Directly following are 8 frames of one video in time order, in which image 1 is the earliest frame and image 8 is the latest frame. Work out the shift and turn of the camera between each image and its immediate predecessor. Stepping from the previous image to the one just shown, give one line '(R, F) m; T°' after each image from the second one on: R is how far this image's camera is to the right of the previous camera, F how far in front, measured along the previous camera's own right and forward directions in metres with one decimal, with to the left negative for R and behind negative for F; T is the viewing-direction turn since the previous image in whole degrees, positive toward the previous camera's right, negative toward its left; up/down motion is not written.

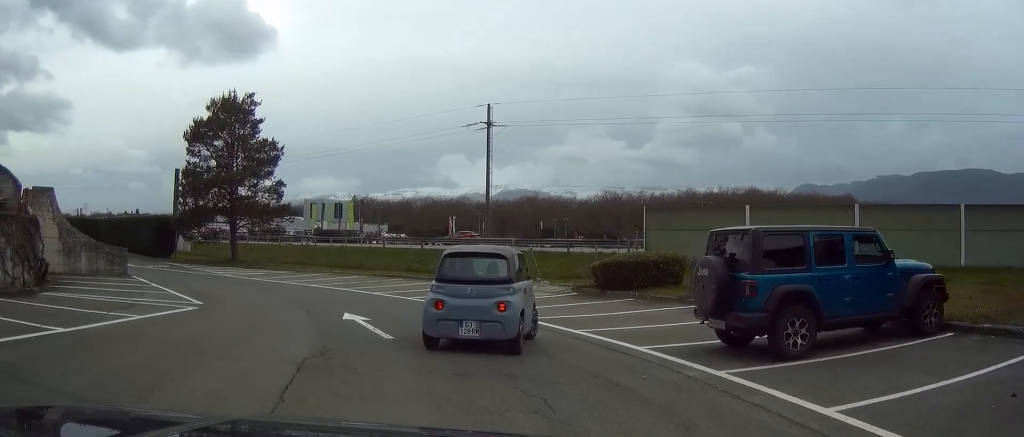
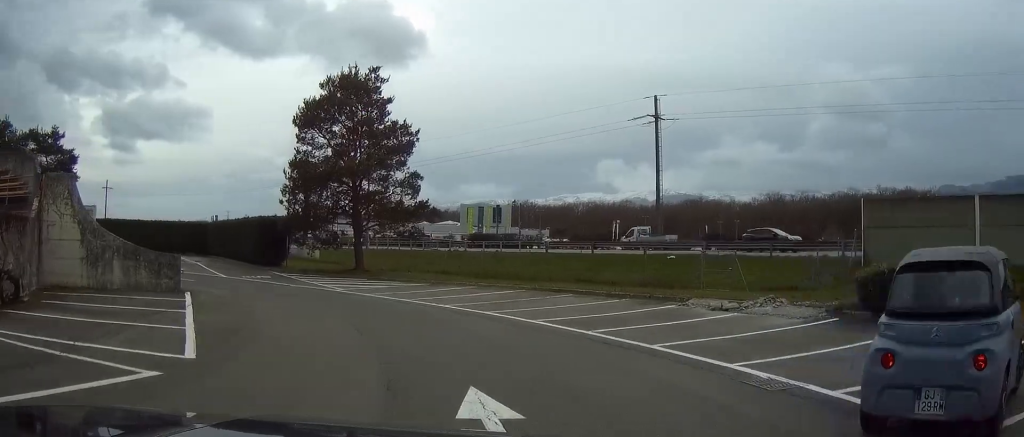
(-0.7, +6.8) m; -9°
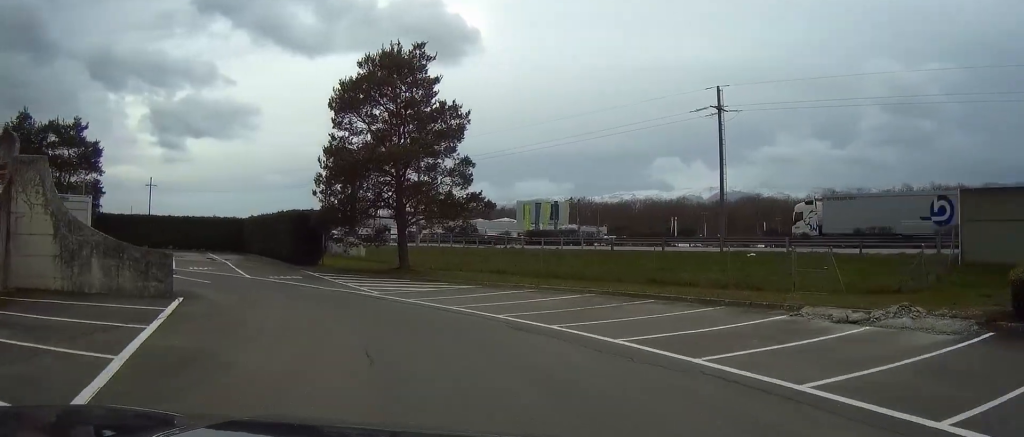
(0.0, +3.6) m; -3°
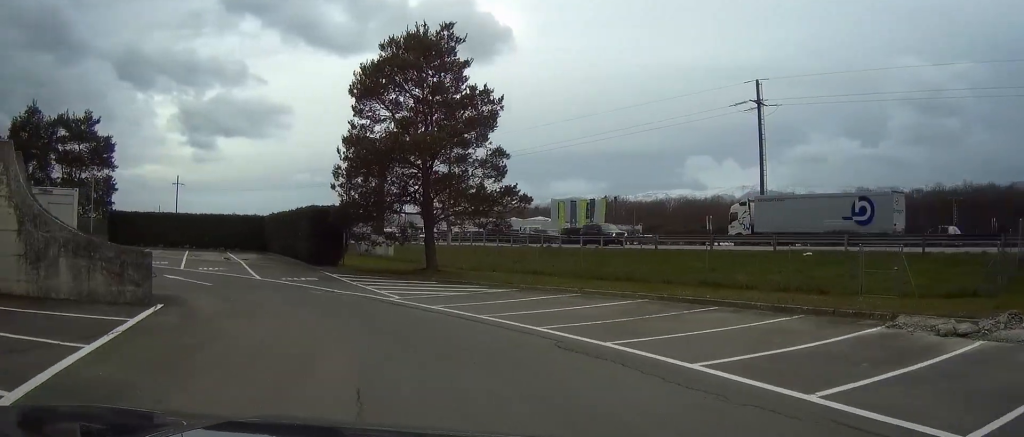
(-0.1, +2.7) m; -4°
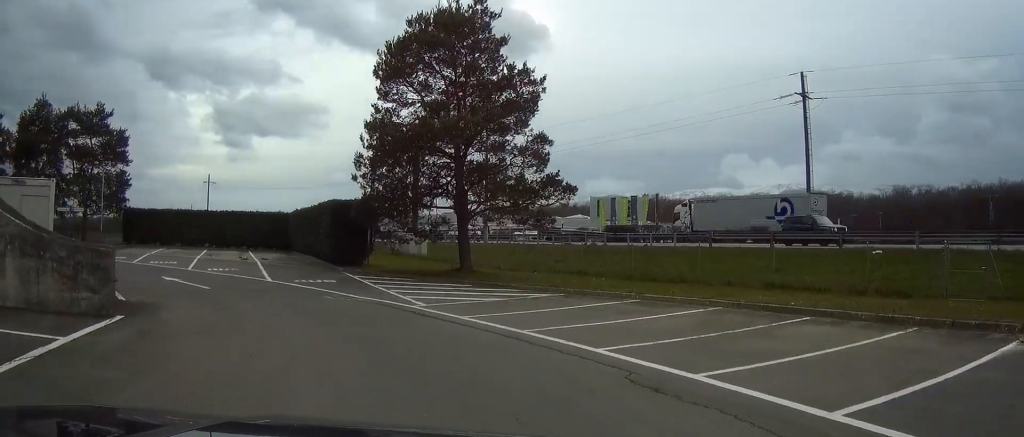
(0.0, +3.1) m; -5°
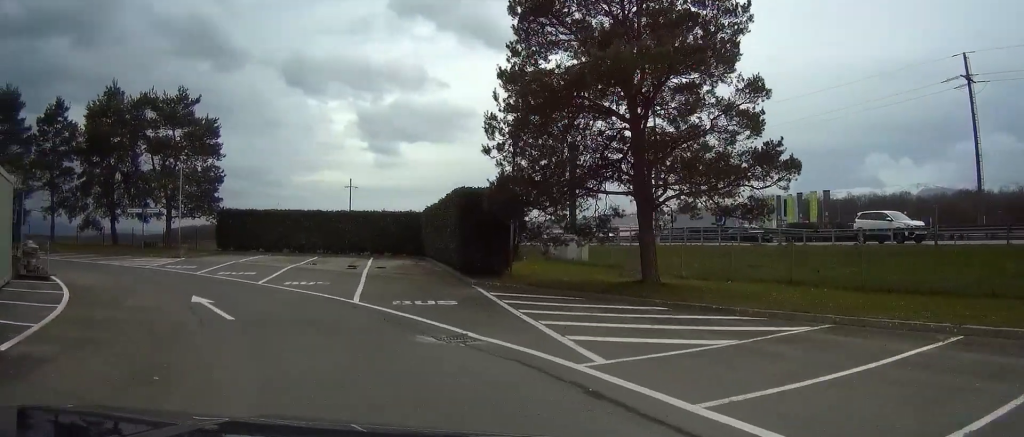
(-0.9, +8.6) m; -11°
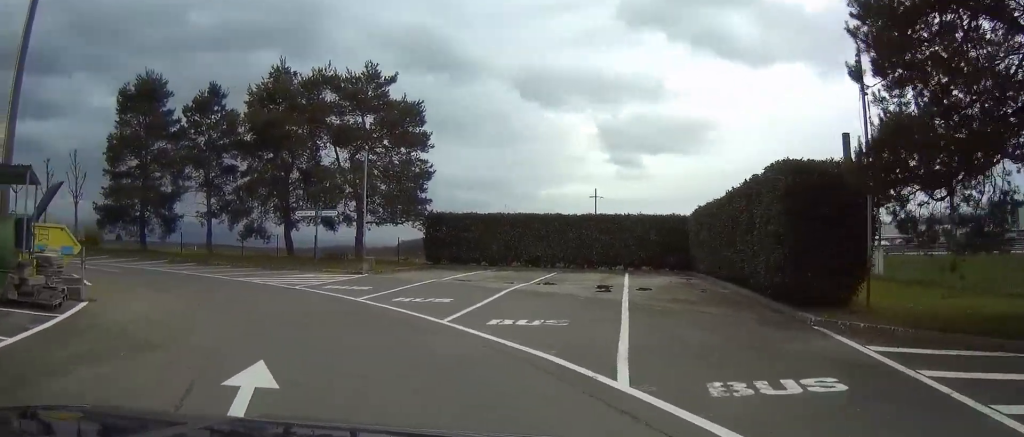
(-1.5, +9.7) m; -21°
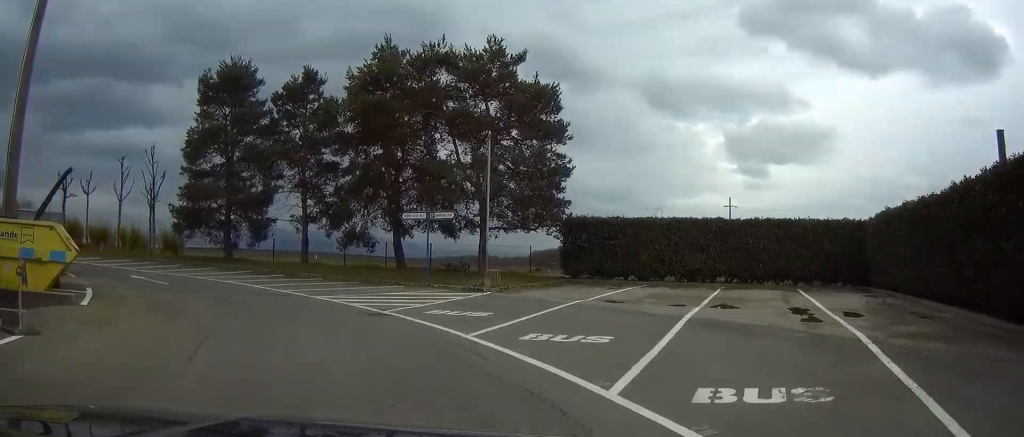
(-0.6, +6.2) m; -8°
